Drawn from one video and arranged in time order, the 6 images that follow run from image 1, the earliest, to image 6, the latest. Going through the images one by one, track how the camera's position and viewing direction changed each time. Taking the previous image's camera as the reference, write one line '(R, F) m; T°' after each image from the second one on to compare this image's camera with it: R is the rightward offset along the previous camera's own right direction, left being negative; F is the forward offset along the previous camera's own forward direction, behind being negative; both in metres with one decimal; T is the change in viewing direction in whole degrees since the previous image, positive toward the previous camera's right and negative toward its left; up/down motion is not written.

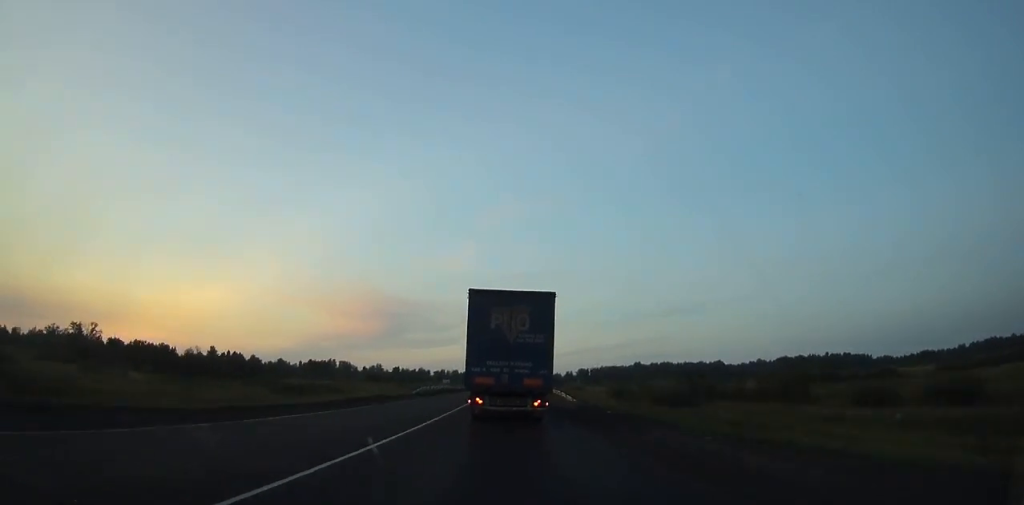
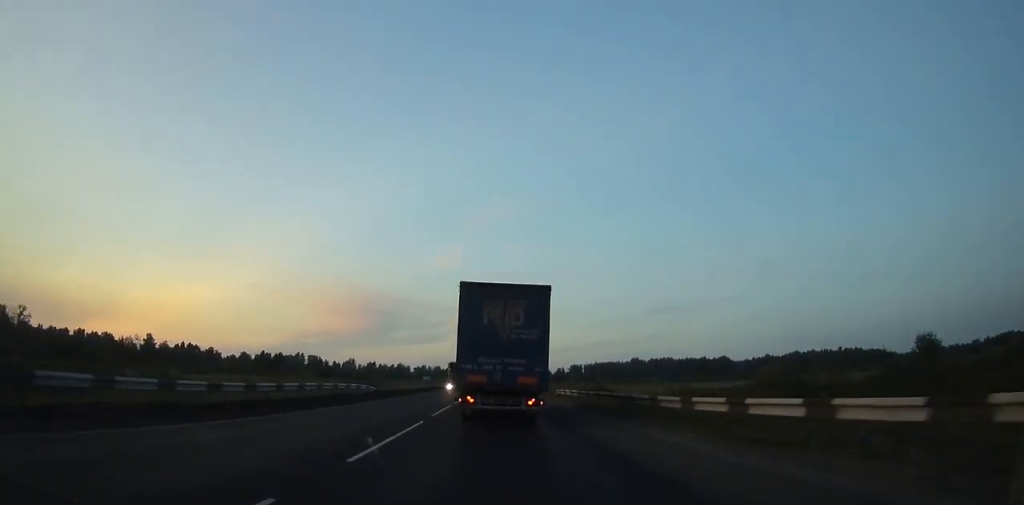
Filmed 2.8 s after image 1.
(+0.2, +56.5) m; 0°
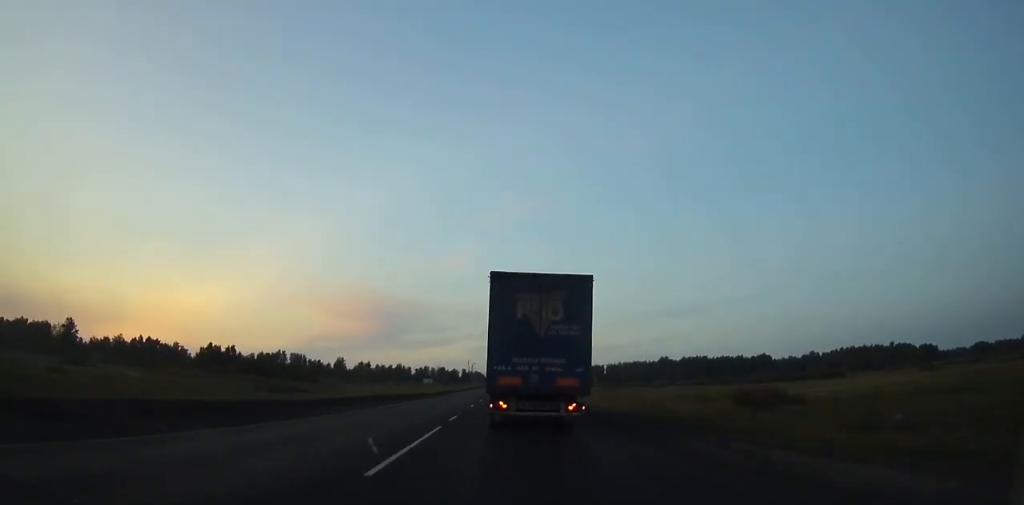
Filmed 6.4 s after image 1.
(+0.1, +73.0) m; 0°
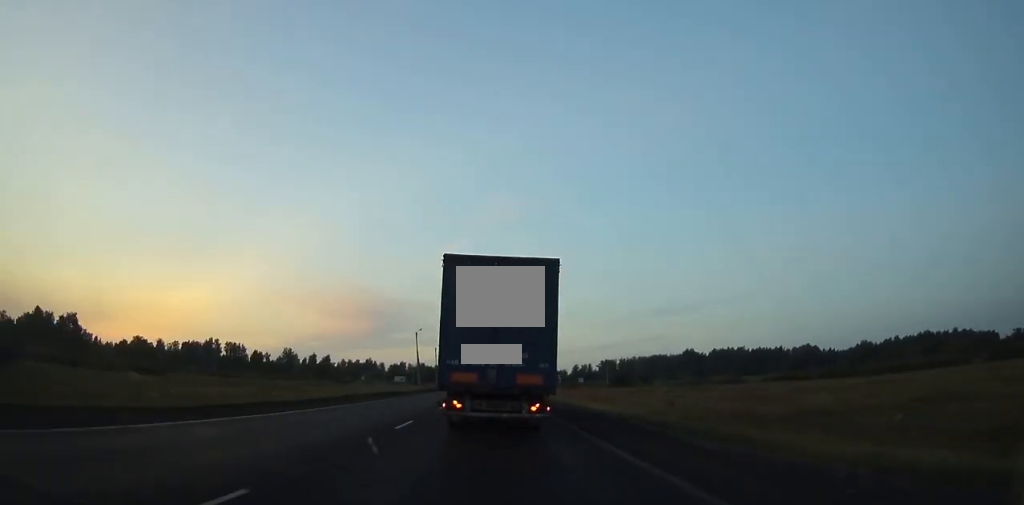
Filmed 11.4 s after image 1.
(+0.7, +100.9) m; 0°
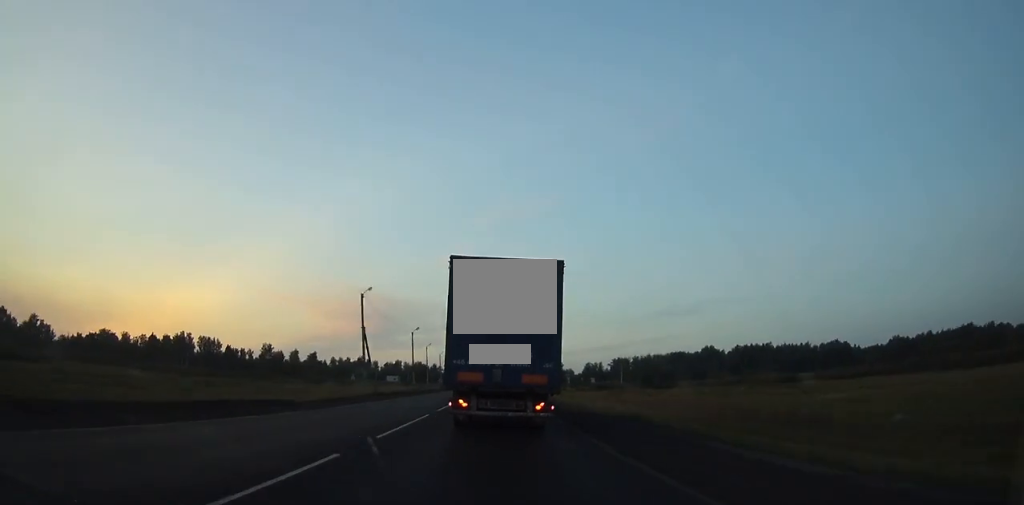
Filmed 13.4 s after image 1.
(-0.2, +40.1) m; 0°
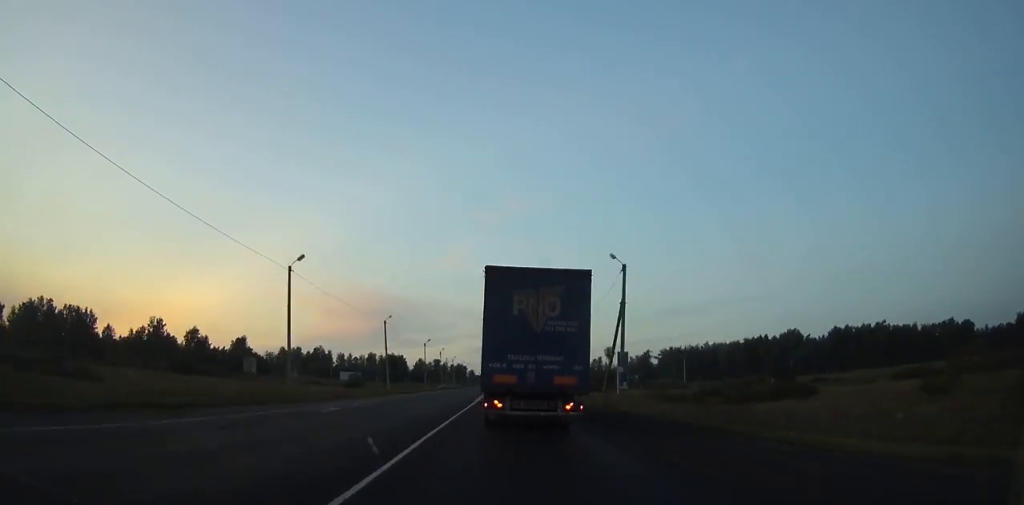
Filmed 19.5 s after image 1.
(-0.5, +121.8) m; 0°
